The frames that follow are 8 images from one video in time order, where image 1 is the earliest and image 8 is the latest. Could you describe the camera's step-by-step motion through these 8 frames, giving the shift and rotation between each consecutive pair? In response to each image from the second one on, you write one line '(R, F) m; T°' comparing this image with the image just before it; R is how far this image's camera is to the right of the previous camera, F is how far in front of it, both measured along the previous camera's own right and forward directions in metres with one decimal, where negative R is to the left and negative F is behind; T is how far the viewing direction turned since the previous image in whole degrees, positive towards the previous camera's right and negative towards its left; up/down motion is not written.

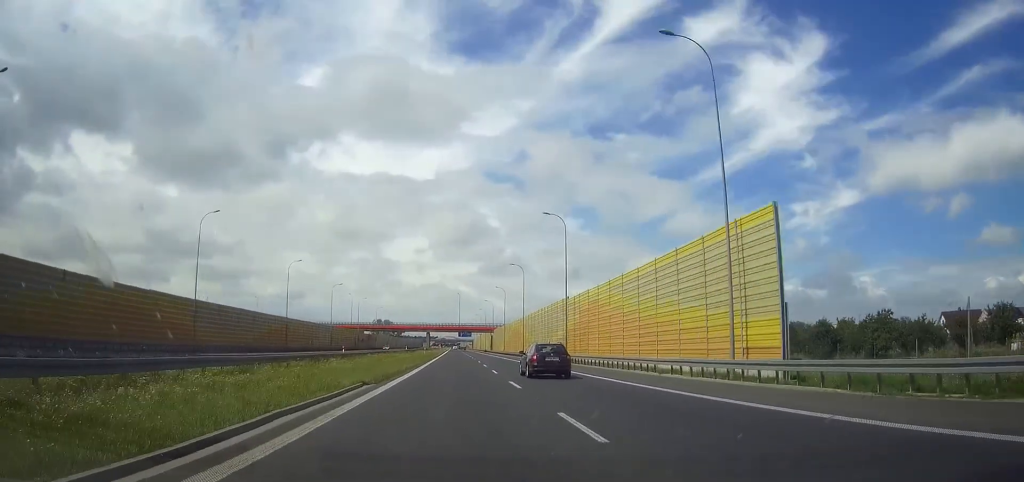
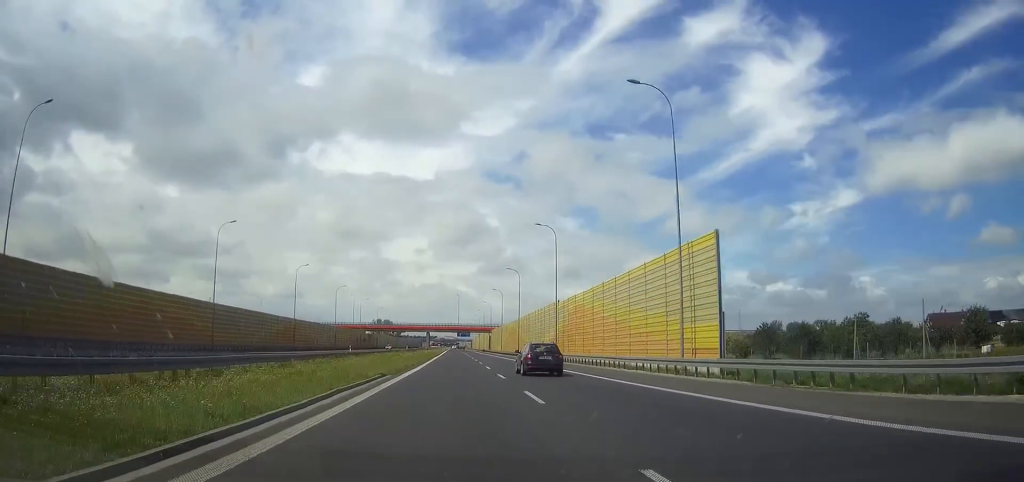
(0.0, +33.5) m; 0°
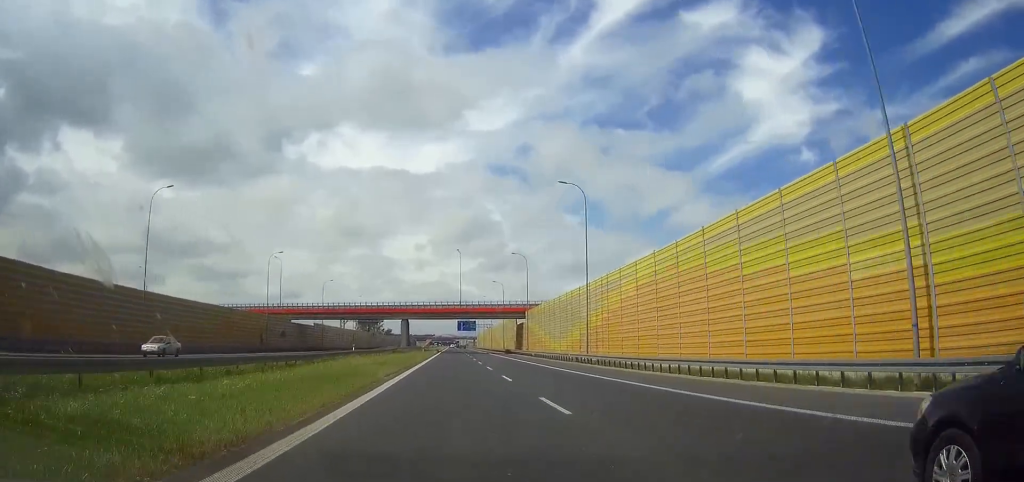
(+0.1, +87.8) m; 0°
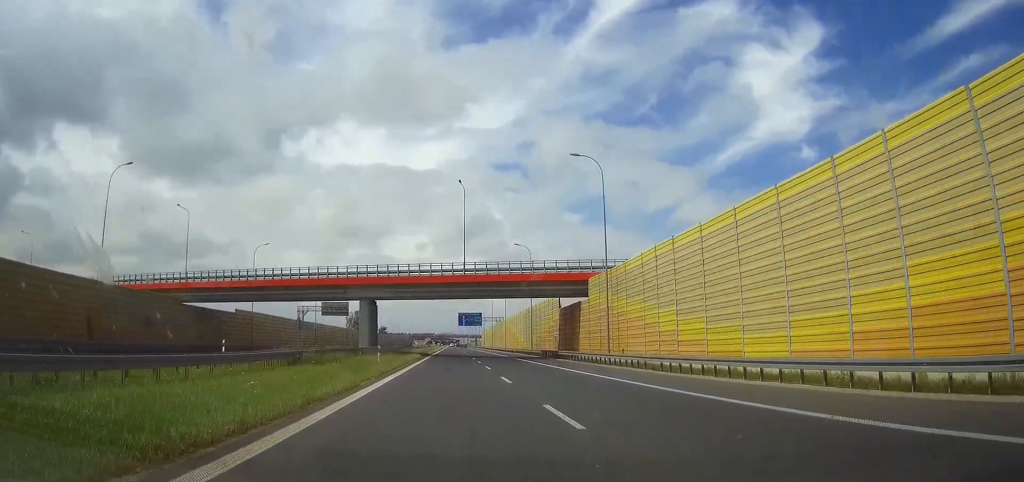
(0.0, +45.3) m; 0°
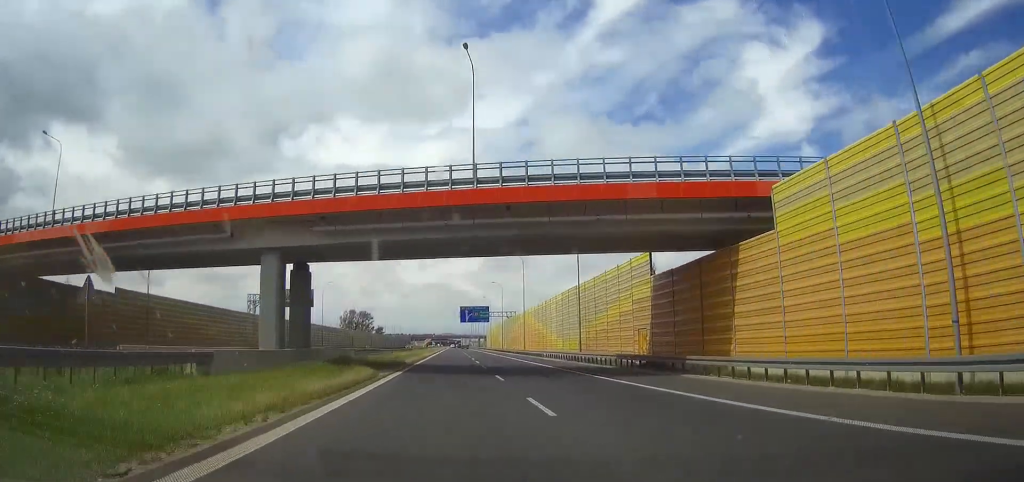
(0.0, +30.7) m; 0°
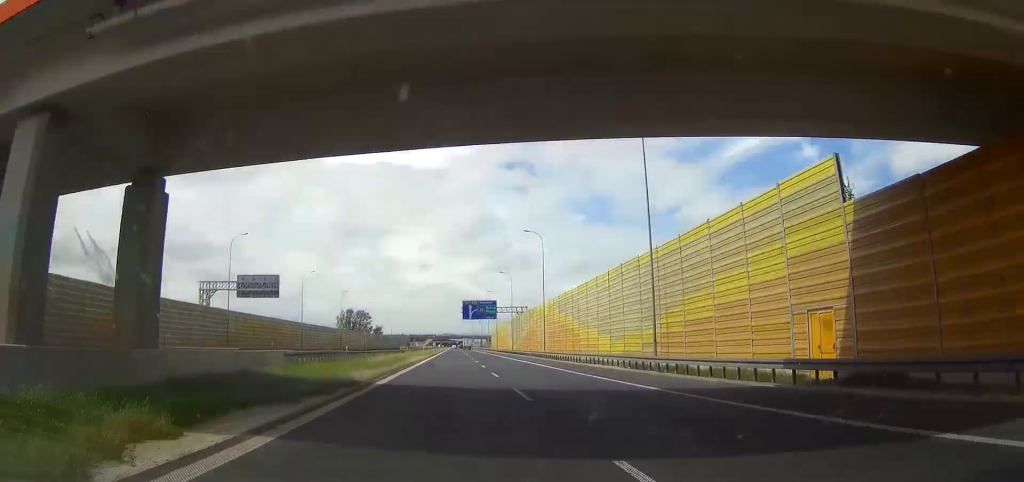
(0.0, +18.8) m; 0°
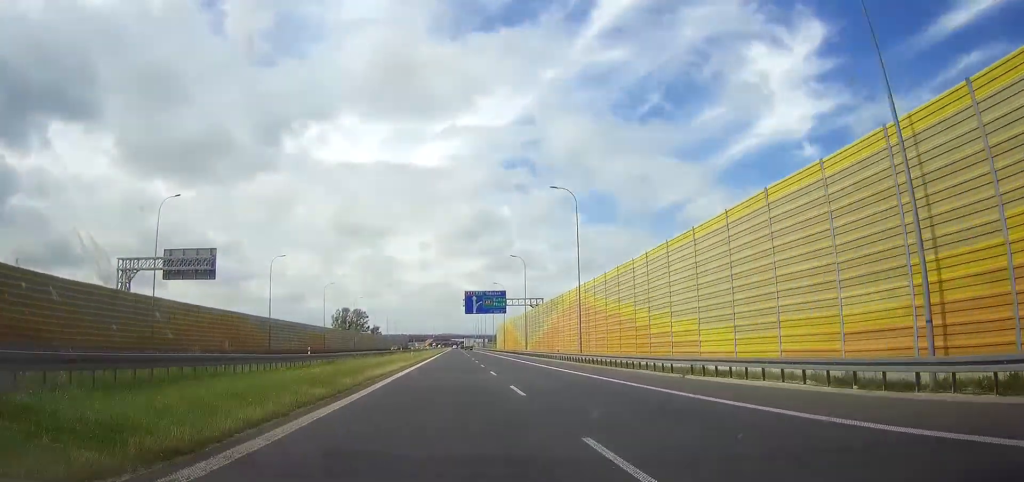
(0.0, +20.2) m; 0°
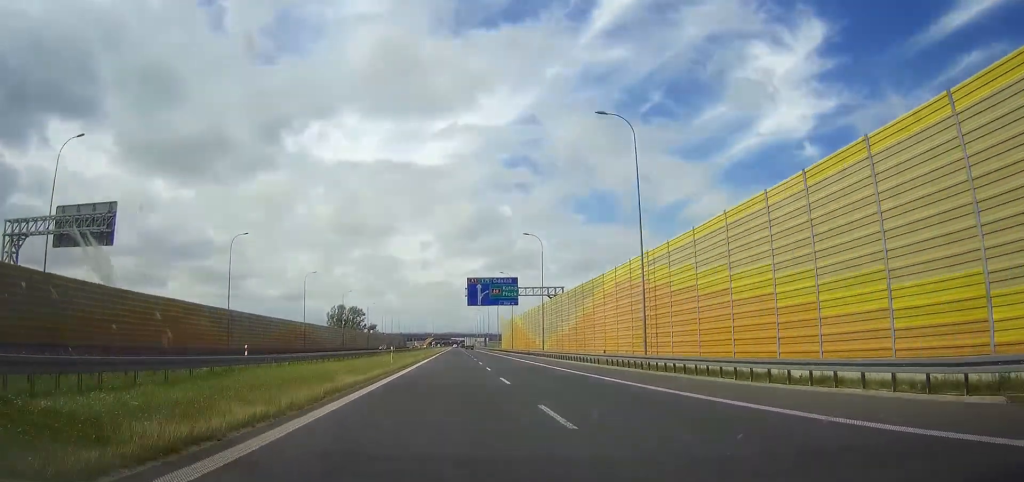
(0.0, +17.6) m; 0°
